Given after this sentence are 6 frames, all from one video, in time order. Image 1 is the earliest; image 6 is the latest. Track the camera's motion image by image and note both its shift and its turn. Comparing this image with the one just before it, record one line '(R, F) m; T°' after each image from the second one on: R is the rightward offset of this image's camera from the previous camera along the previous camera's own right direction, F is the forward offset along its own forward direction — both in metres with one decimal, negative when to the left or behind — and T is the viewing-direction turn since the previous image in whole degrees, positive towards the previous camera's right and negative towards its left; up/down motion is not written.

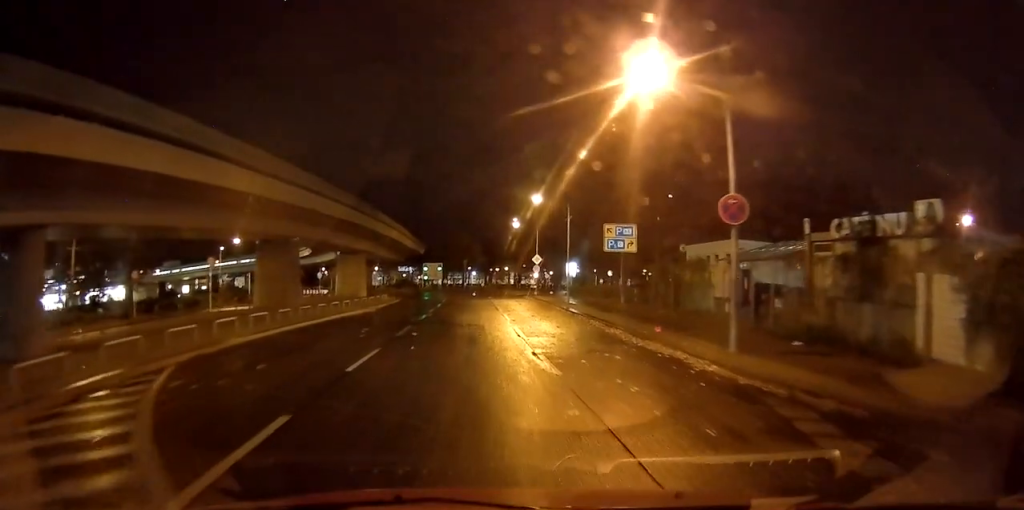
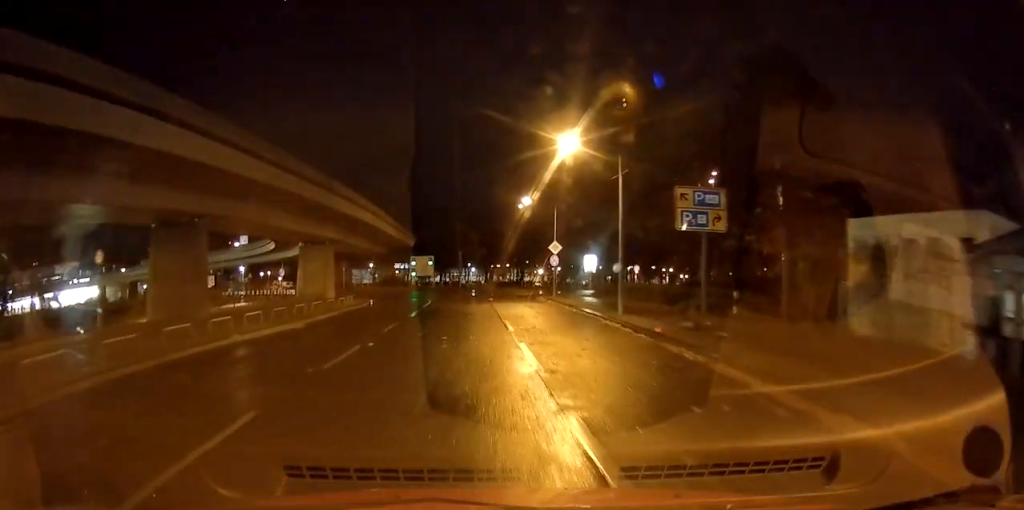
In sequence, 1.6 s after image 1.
(+0.2, +13.3) m; +3°
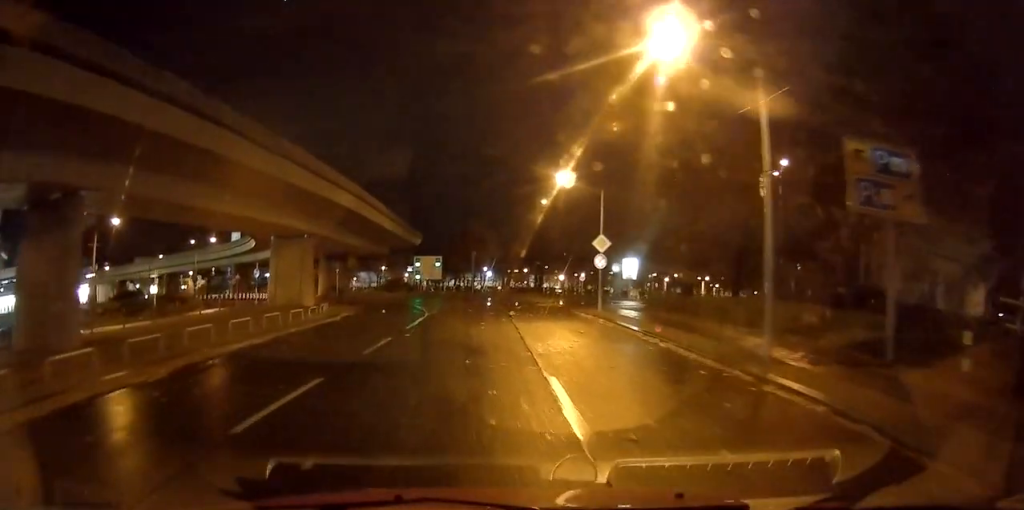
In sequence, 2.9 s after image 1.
(+0.1, +10.0) m; +1°
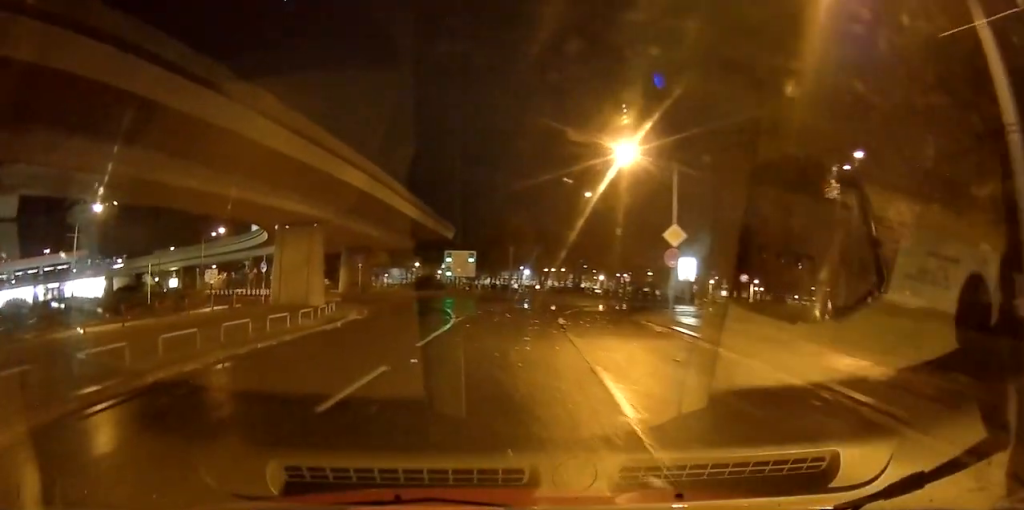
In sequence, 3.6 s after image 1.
(0.0, +5.6) m; -2°
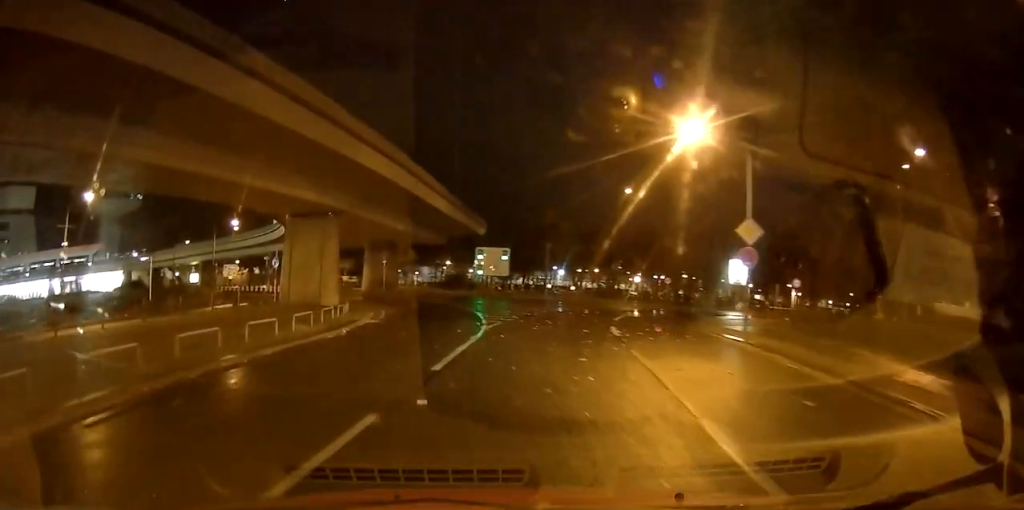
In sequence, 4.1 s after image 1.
(-0.1, +3.5) m; -2°
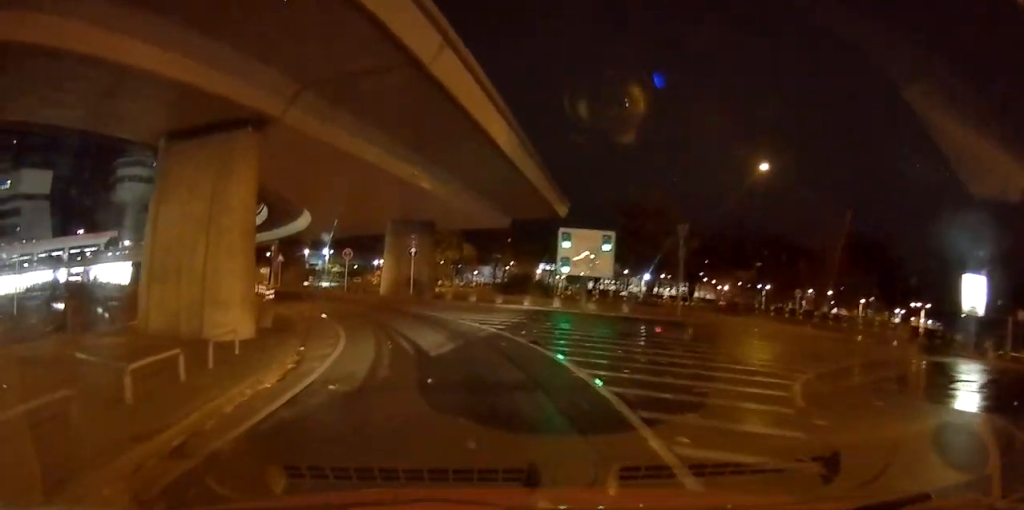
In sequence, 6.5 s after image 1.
(-1.5, +17.1) m; -11°
